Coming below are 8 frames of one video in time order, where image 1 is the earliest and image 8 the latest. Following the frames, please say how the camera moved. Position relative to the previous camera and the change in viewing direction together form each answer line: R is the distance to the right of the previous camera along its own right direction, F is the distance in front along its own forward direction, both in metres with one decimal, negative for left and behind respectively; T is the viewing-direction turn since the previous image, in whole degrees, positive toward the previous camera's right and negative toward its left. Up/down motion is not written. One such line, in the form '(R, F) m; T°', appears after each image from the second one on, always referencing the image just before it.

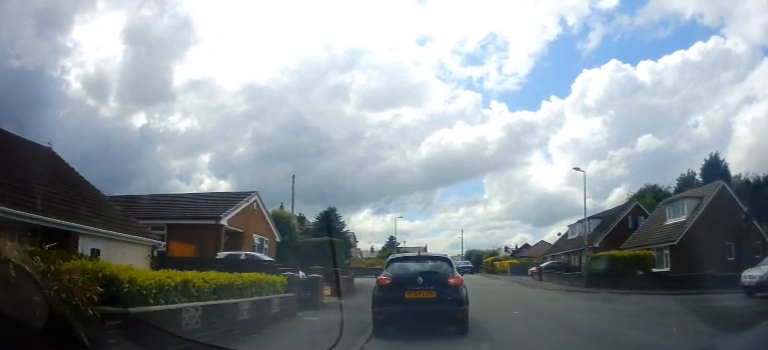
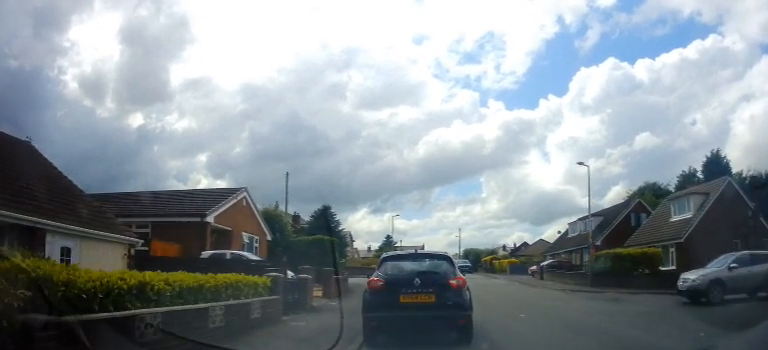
(+0.4, +1.2) m; 0°
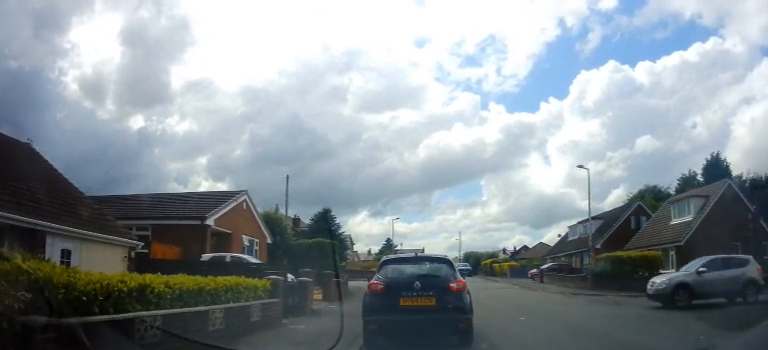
(+0.1, +0.3) m; 0°
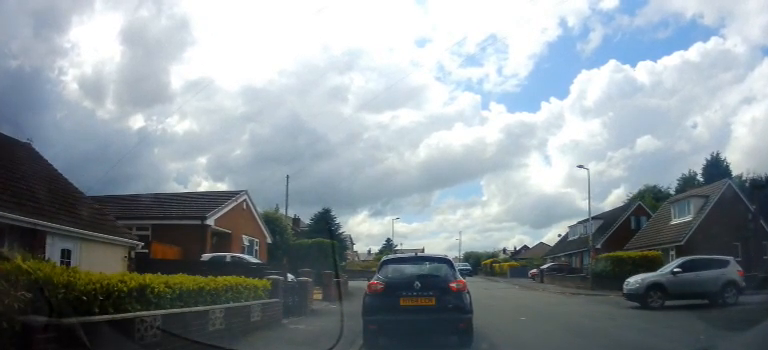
(0.0, 0.0) m; 0°
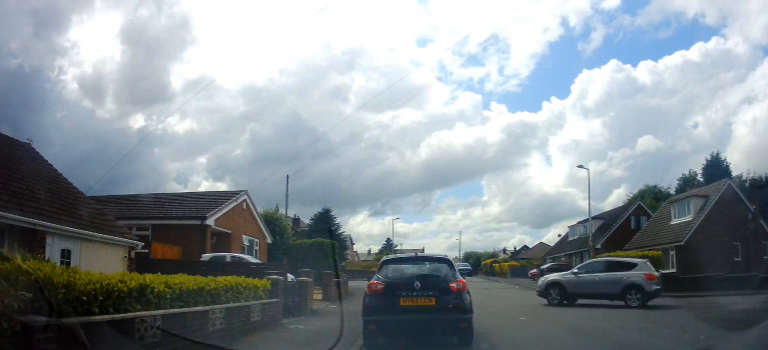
(0.0, 0.0) m; 0°
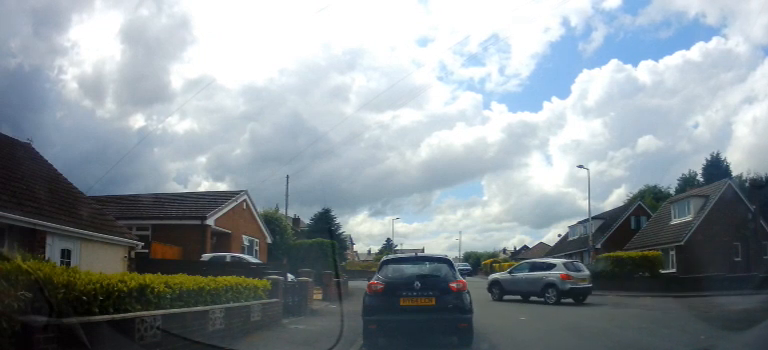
(0.0, 0.0) m; 0°
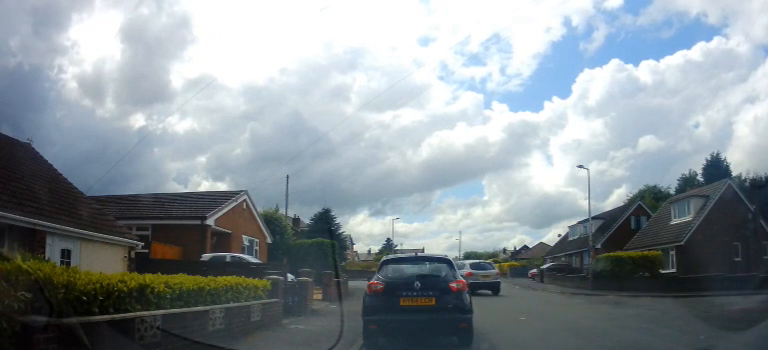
(0.0, 0.0) m; 0°
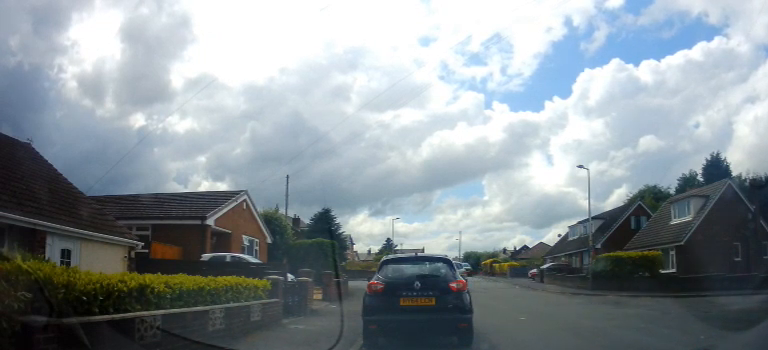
(0.0, 0.0) m; 0°
